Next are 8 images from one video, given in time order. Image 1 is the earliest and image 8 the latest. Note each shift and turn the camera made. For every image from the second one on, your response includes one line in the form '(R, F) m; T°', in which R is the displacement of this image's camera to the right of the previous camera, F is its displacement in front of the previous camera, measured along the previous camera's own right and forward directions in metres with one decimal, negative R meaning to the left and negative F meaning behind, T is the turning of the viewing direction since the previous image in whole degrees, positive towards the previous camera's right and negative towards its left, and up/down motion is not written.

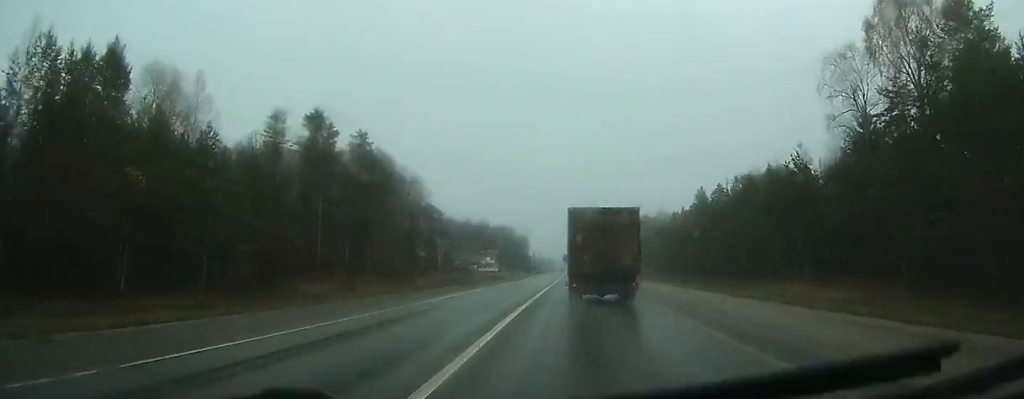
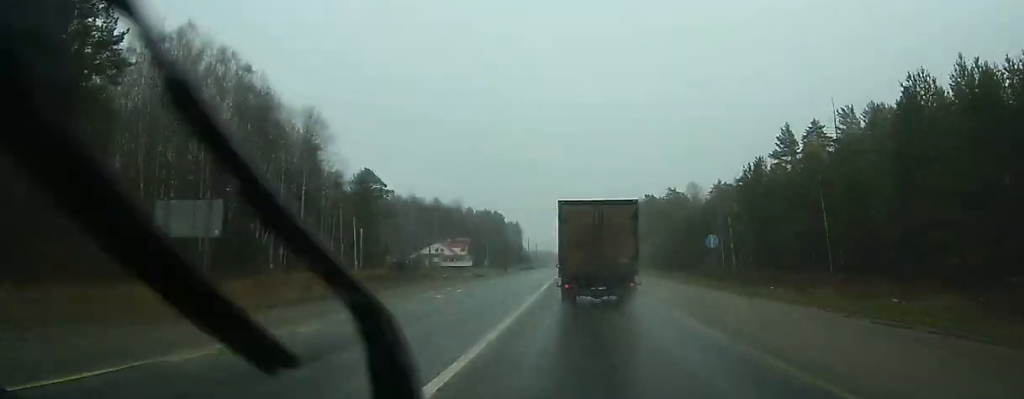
(0.0, +66.6) m; 0°
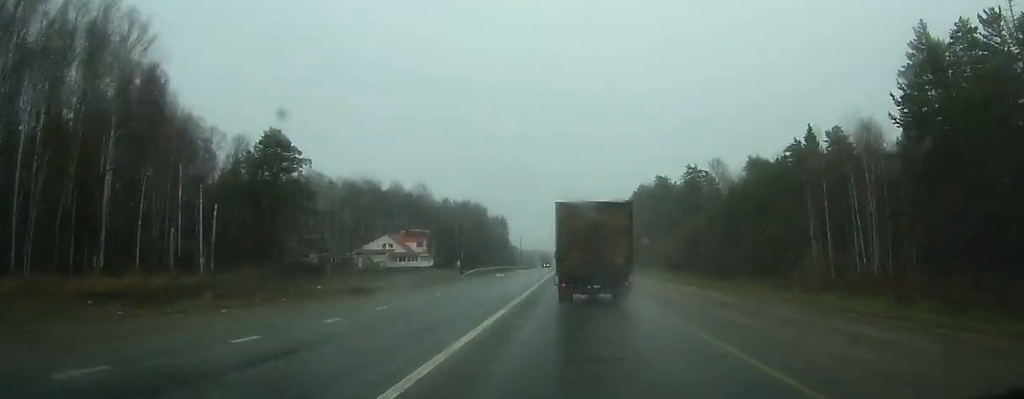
(-0.2, +43.6) m; 0°
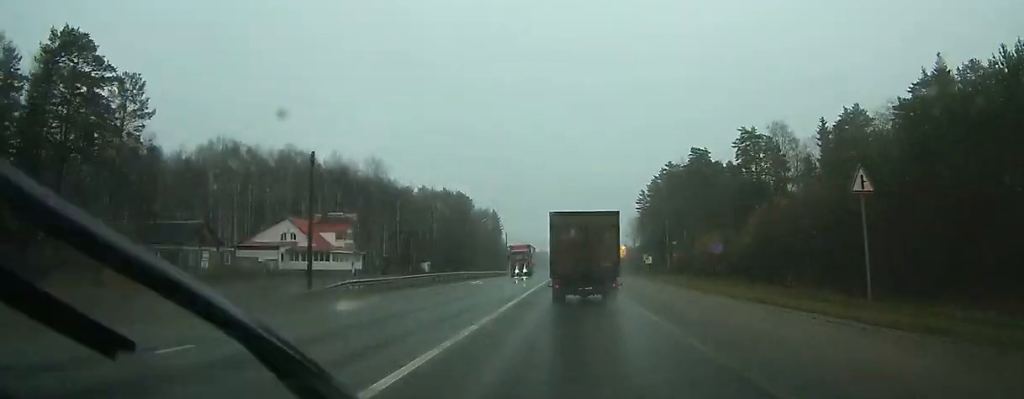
(-0.1, +47.0) m; 0°
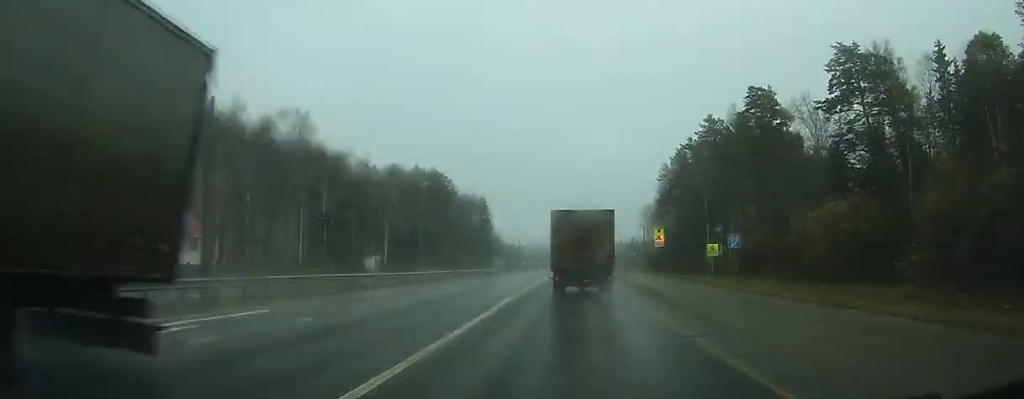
(0.0, +39.6) m; 0°
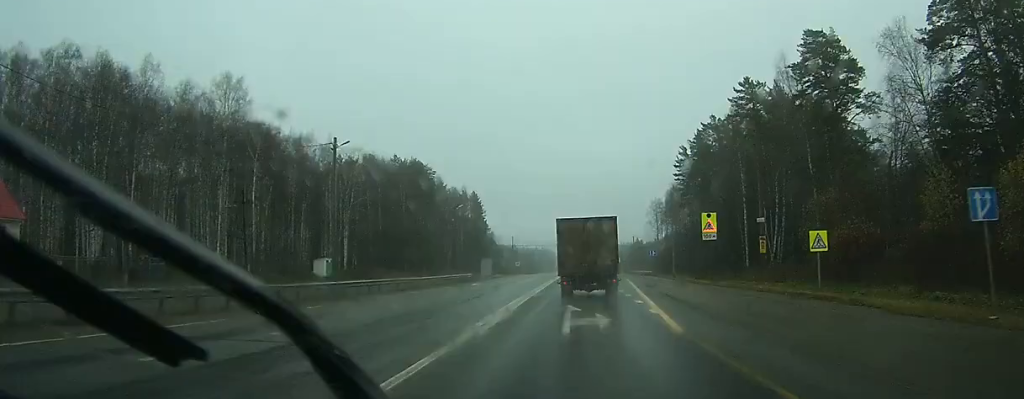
(0.0, +21.2) m; 0°
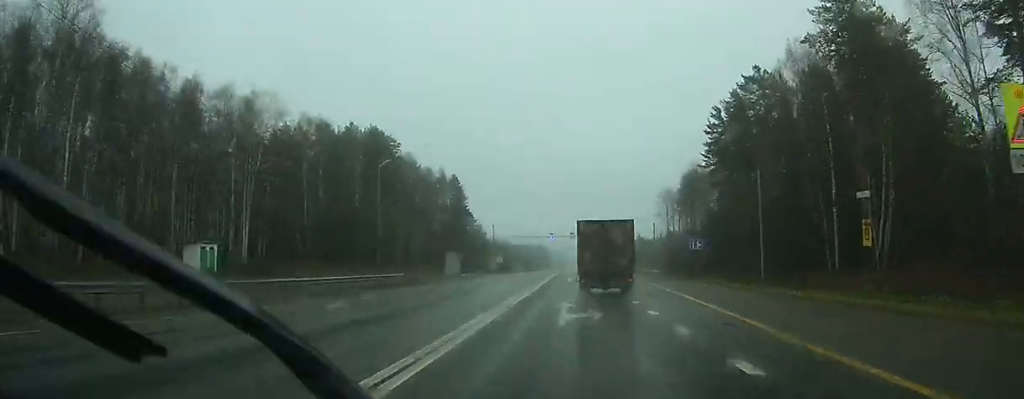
(-0.1, +28.8) m; 0°
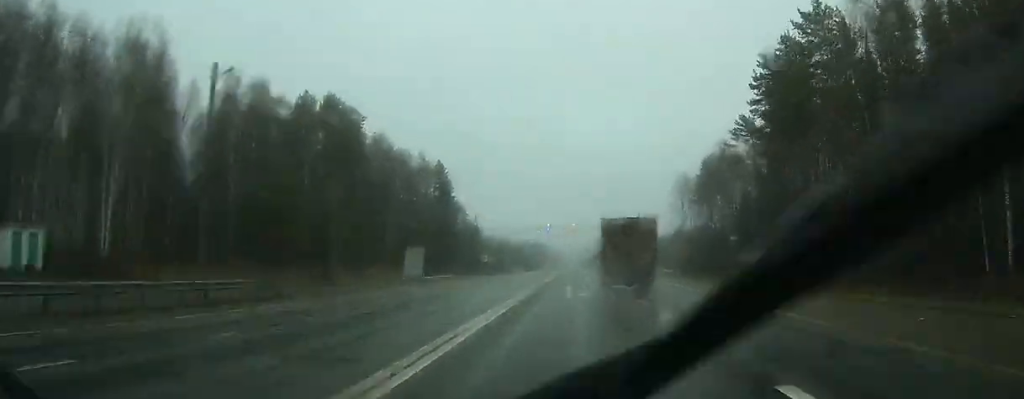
(-0.1, +21.7) m; 0°
